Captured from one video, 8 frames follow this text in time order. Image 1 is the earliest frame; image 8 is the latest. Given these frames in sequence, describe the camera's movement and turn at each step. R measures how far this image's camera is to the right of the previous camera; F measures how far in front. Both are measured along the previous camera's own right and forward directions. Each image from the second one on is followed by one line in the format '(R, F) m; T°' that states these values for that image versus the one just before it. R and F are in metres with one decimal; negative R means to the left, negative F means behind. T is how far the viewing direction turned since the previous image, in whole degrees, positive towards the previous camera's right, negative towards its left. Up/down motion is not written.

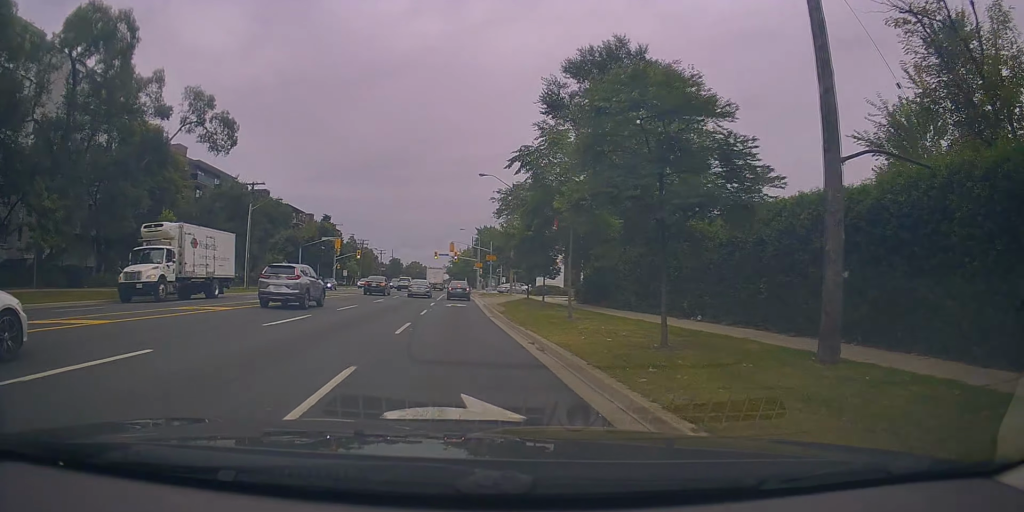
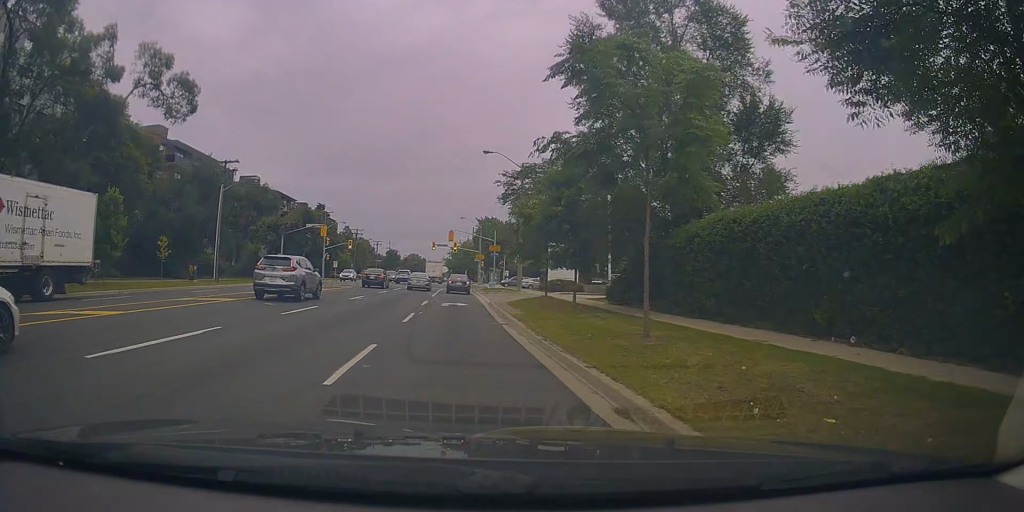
(-0.3, +7.2) m; 0°
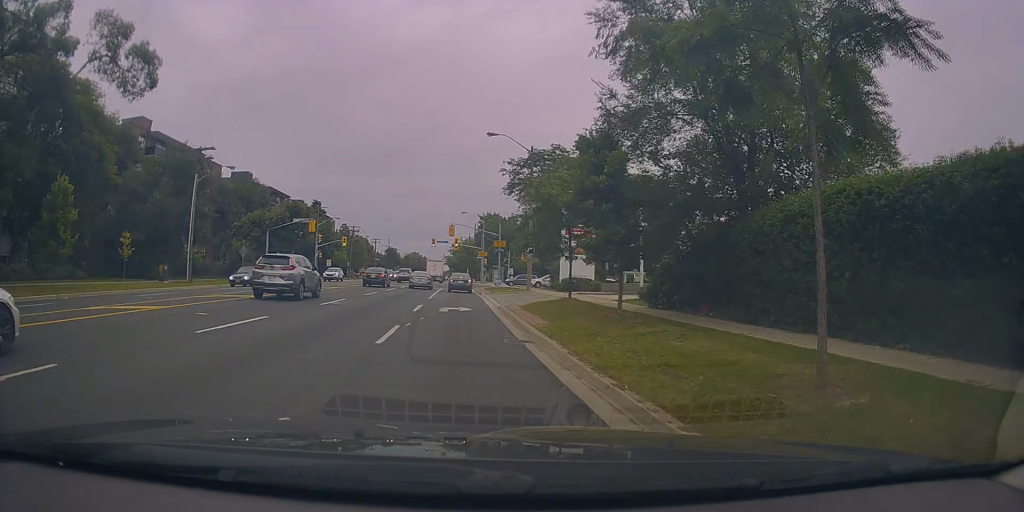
(+0.2, +5.1) m; +2°
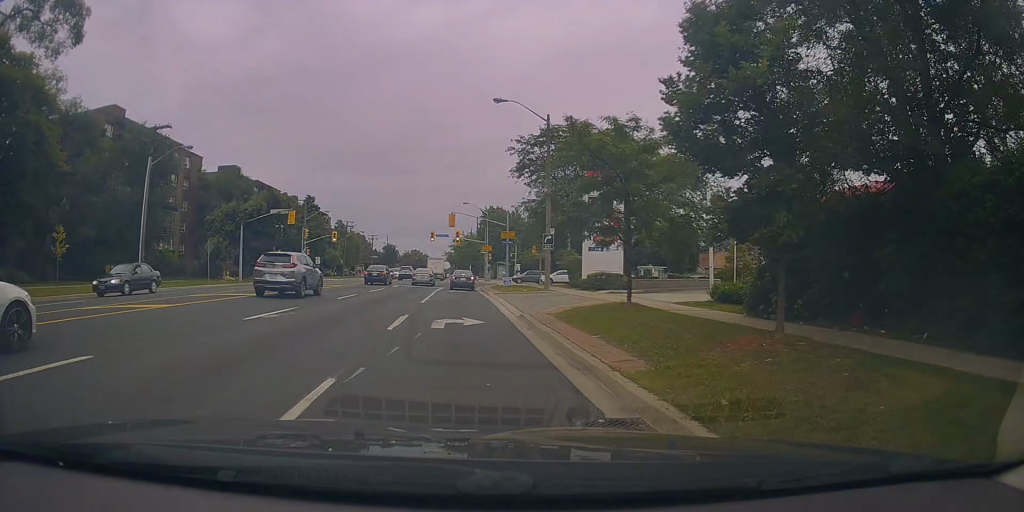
(+0.2, +7.3) m; +2°
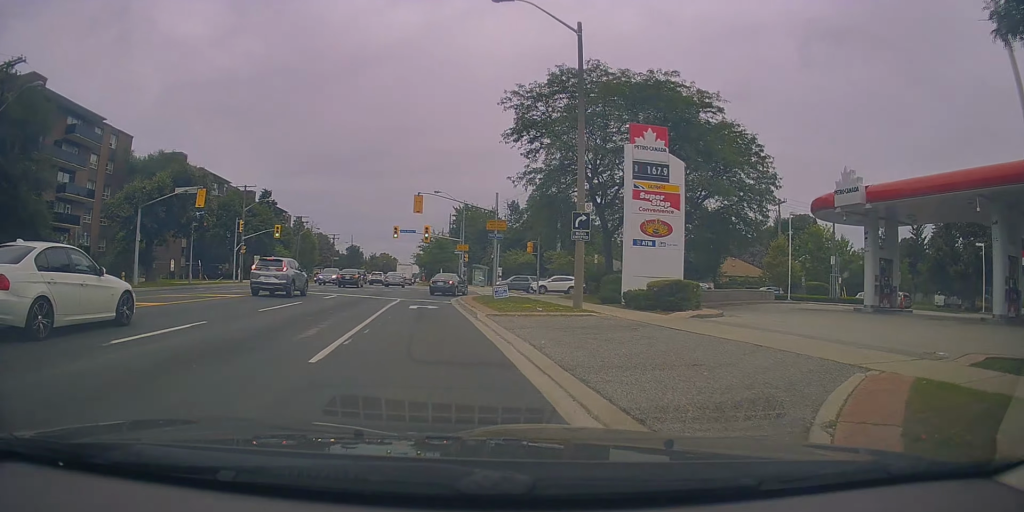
(+0.3, +13.6) m; +5°
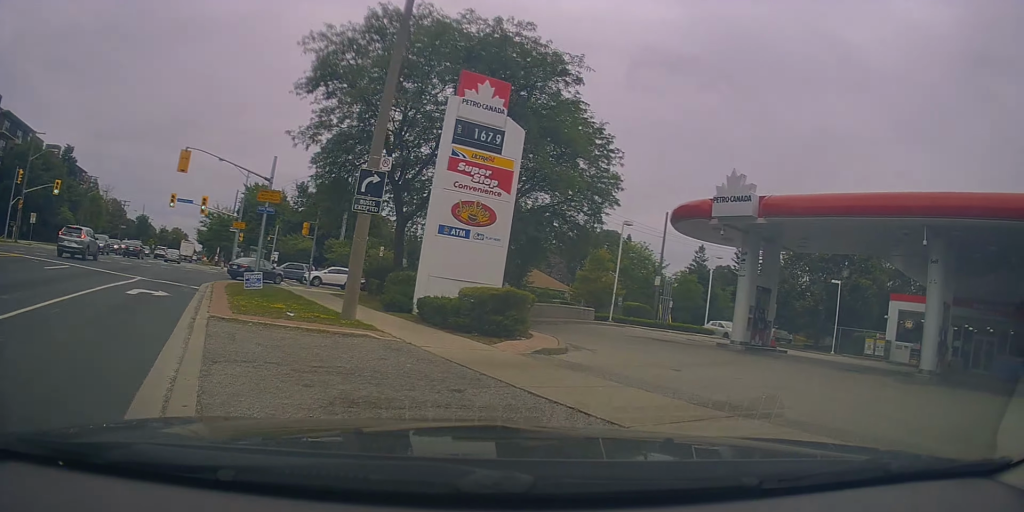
(+0.5, +6.9) m; +19°
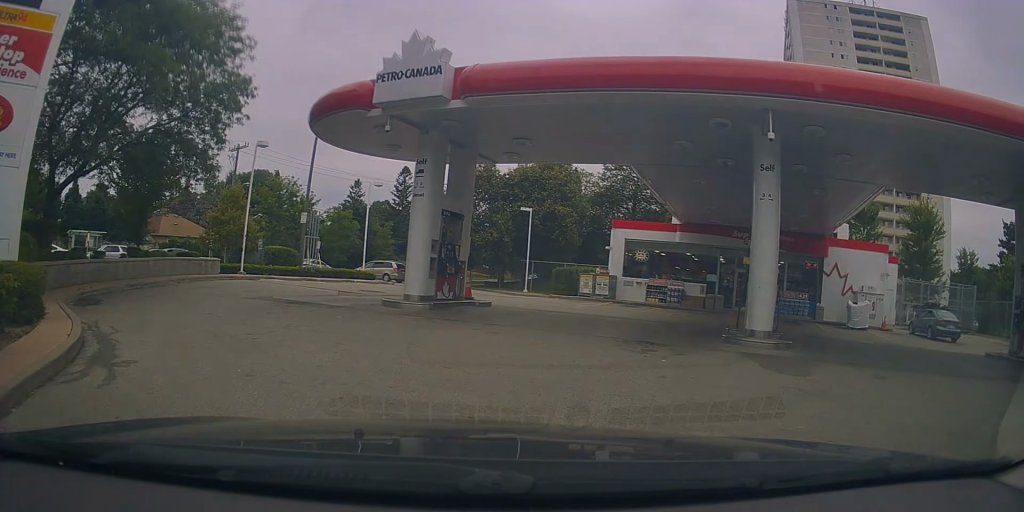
(+2.7, +7.2) m; +36°
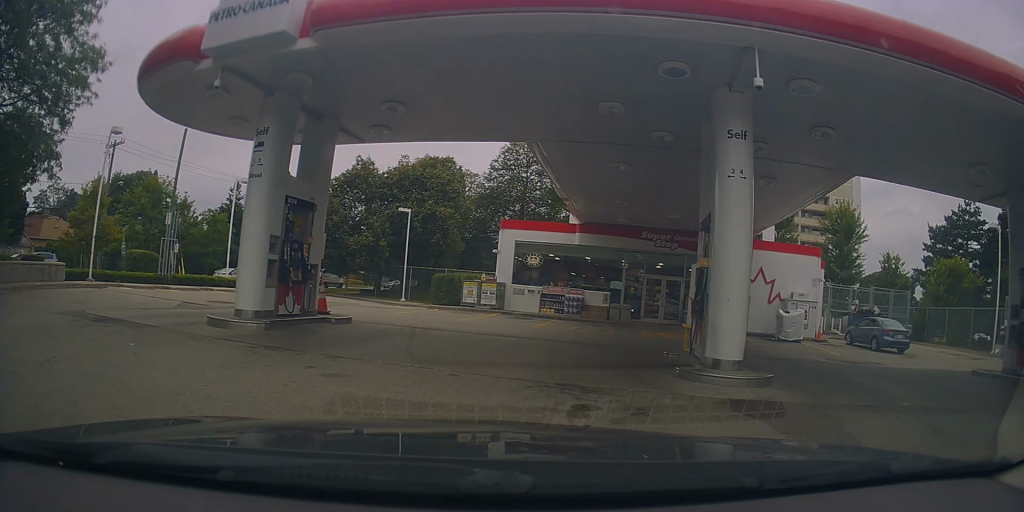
(+0.2, +3.6) m; +10°
